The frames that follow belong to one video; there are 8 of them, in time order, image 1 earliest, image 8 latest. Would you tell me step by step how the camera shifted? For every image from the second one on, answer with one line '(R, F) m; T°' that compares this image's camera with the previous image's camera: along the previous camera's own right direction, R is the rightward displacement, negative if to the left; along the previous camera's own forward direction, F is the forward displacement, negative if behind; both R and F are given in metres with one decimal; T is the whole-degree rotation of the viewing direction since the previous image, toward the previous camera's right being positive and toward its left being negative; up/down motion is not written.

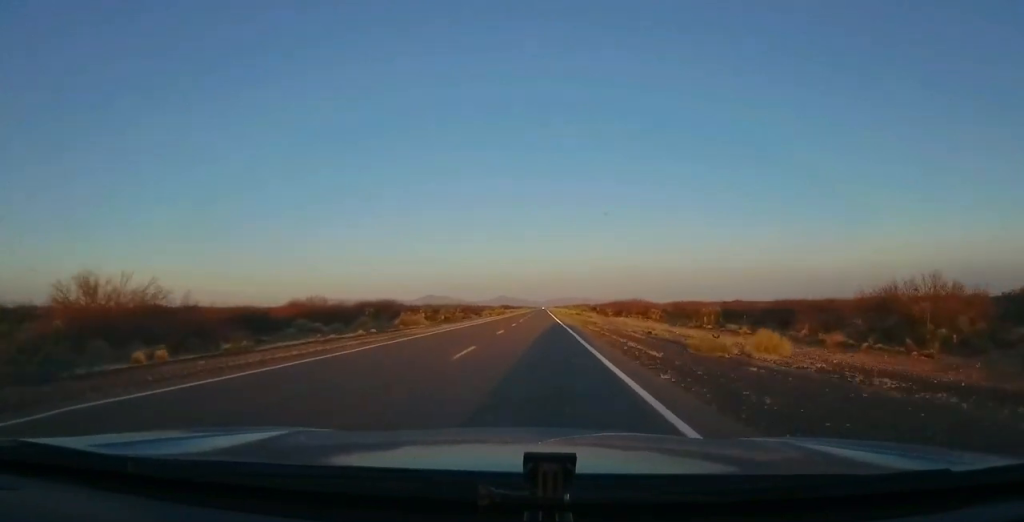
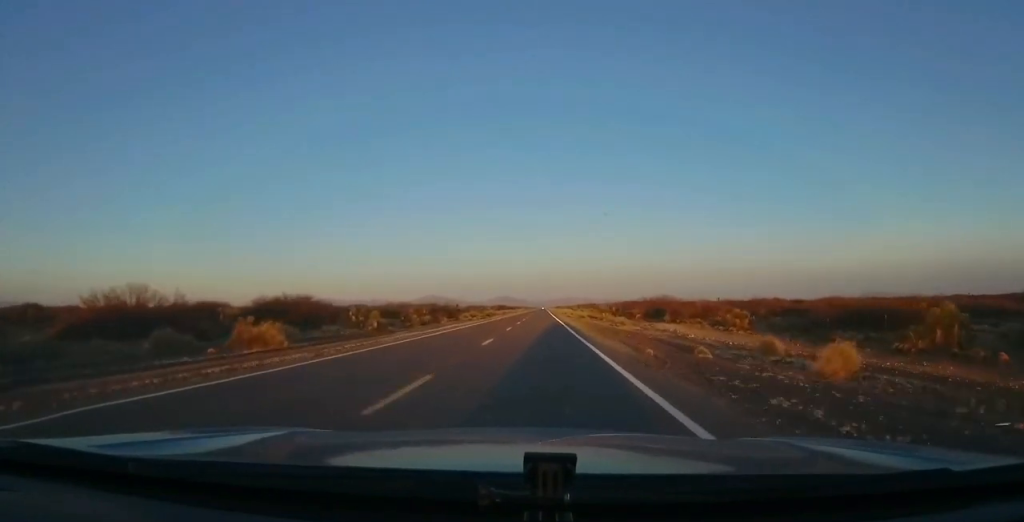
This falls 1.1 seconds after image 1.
(+0.2, +31.2) m; +1°
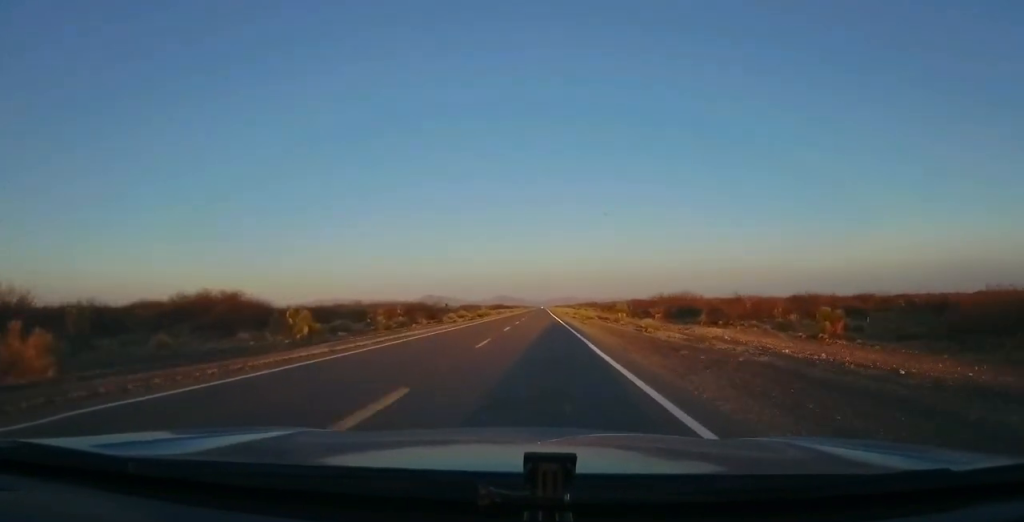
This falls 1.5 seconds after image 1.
(+0.1, +13.6) m; 0°
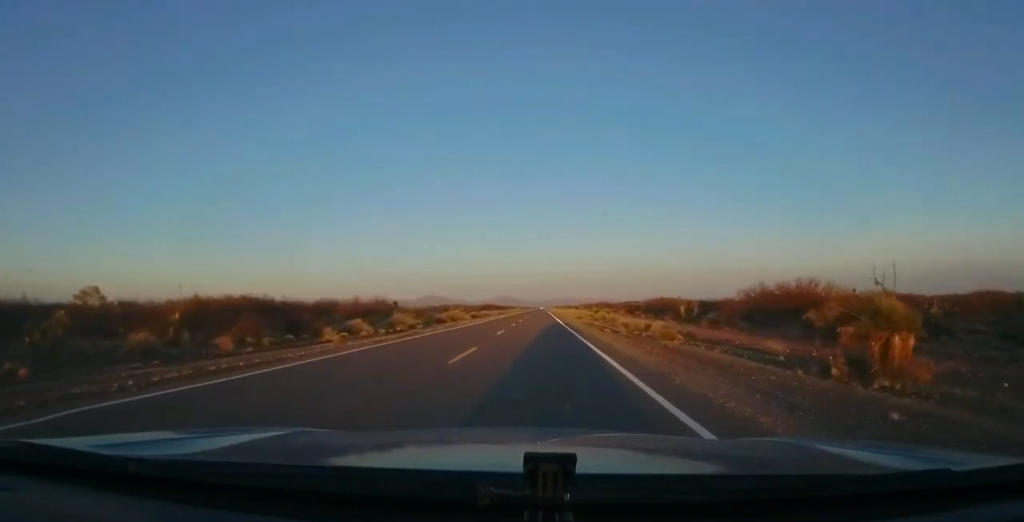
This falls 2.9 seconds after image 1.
(-0.5, +40.9) m; -1°
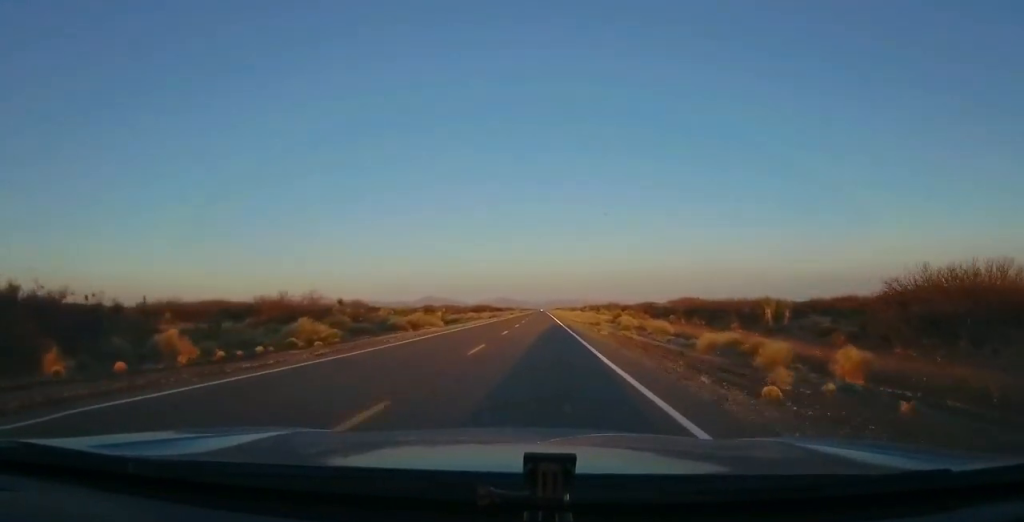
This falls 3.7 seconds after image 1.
(-0.1, +21.5) m; 0°
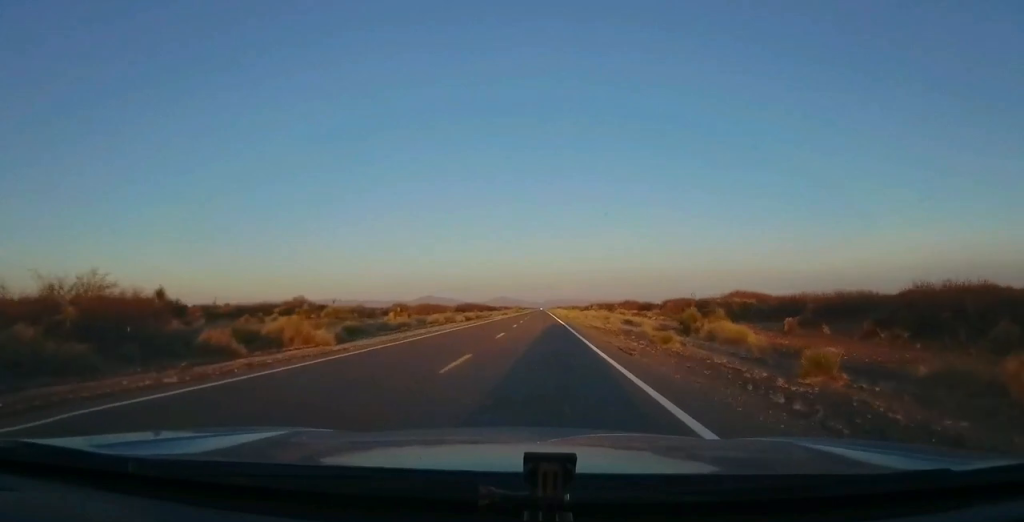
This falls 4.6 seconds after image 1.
(+0.3, +28.3) m; 0°
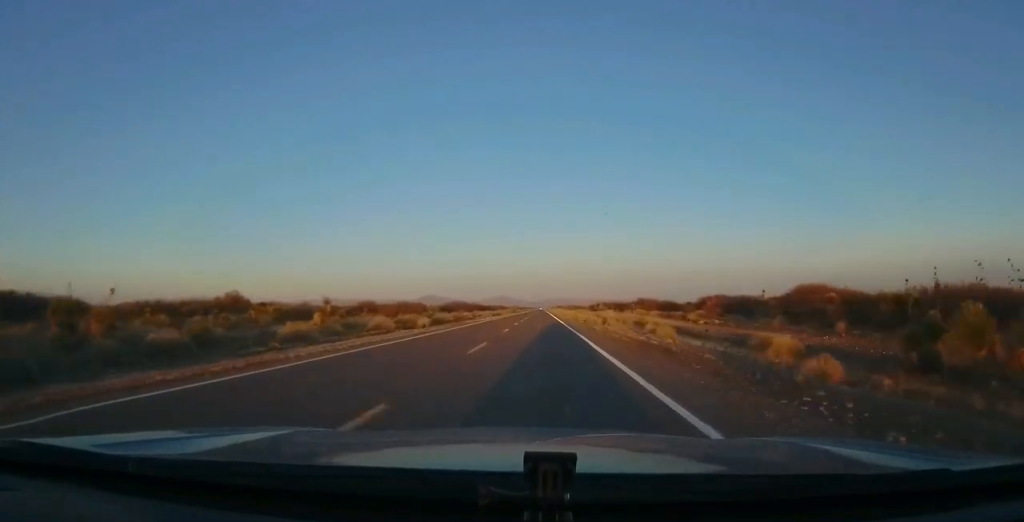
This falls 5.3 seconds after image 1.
(-0.4, +20.5) m; 0°
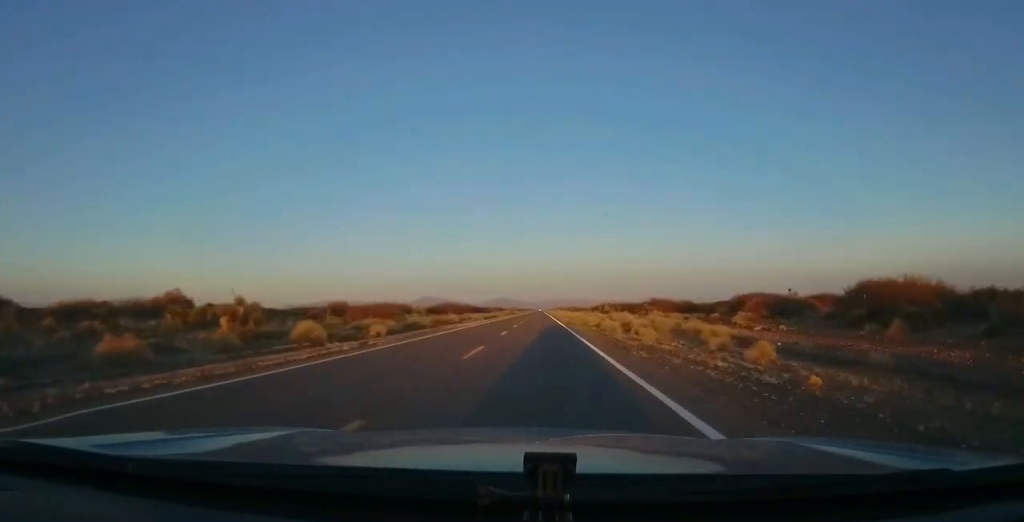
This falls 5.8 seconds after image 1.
(+0.1, +12.6) m; 0°
